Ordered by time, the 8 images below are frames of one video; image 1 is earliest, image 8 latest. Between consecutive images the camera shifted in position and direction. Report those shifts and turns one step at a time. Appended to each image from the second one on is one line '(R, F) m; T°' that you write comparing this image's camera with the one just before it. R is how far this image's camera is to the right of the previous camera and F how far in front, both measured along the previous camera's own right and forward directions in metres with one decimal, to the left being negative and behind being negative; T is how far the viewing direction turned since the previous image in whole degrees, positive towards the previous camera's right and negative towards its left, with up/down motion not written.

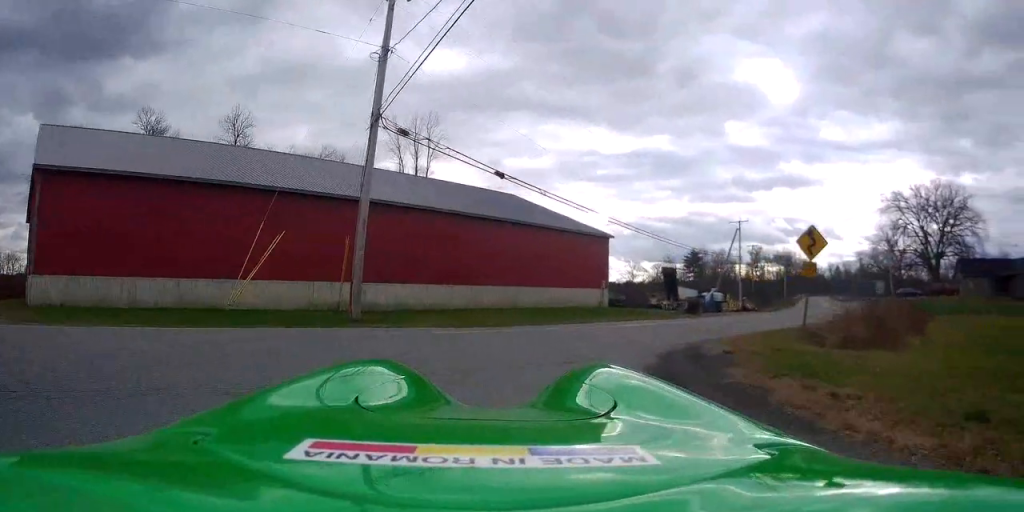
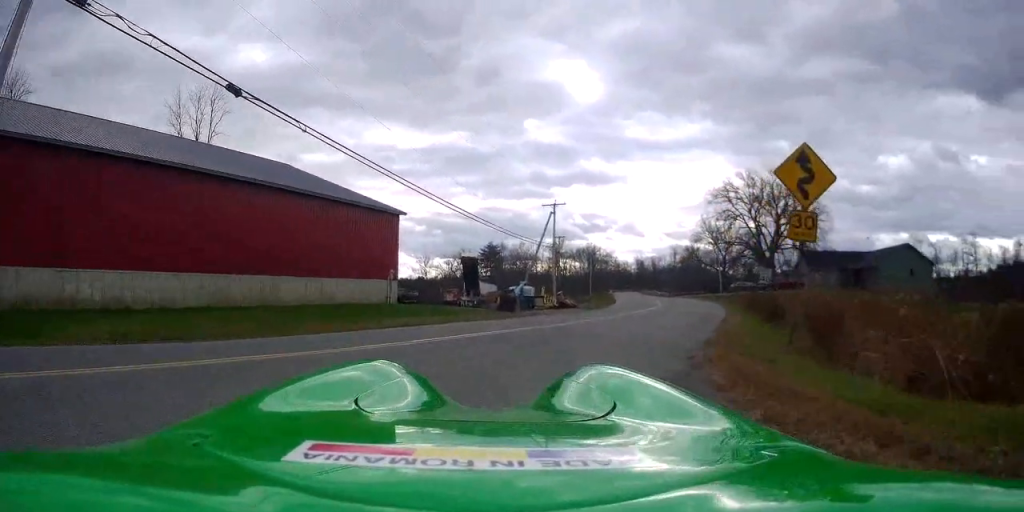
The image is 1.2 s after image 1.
(+0.9, +9.0) m; +17°
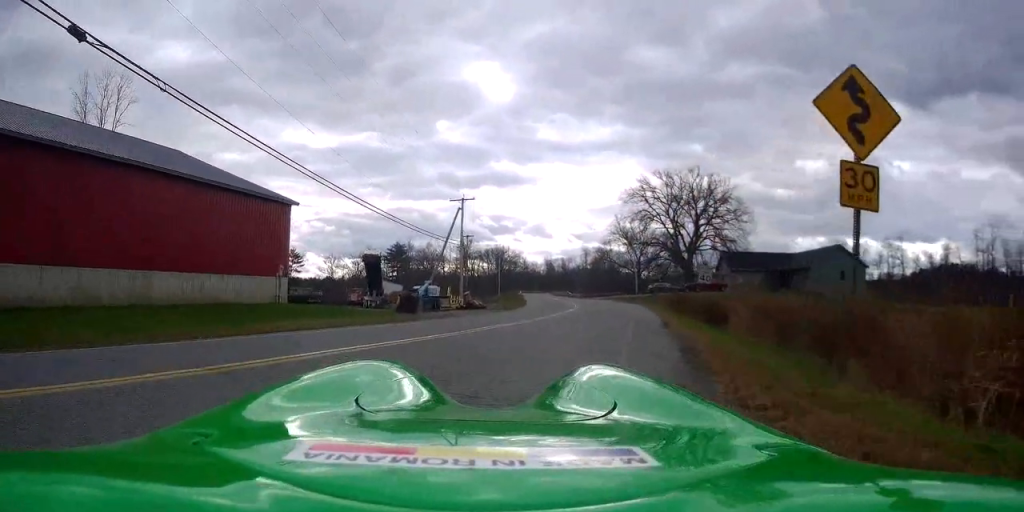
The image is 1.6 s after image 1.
(+0.6, +3.5) m; +7°
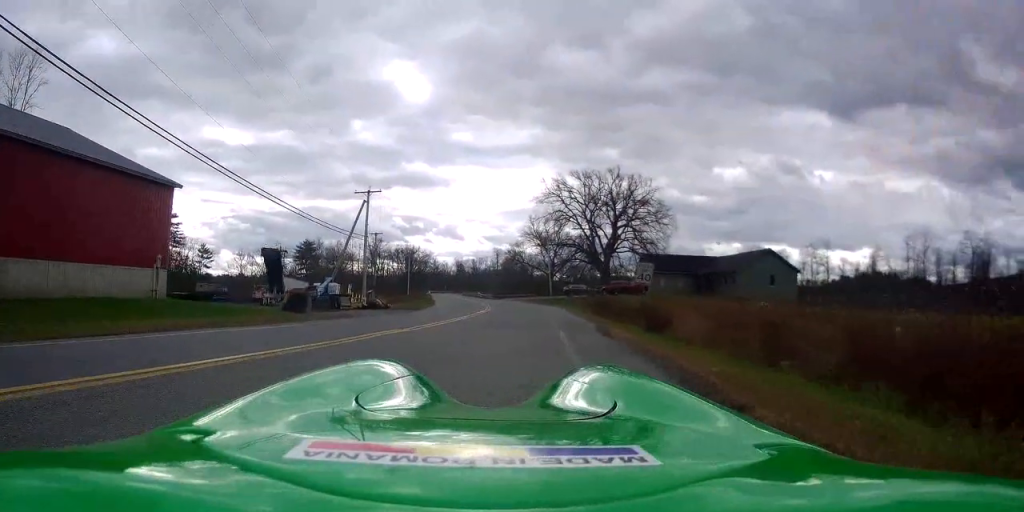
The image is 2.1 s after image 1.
(+0.4, +3.8) m; +7°
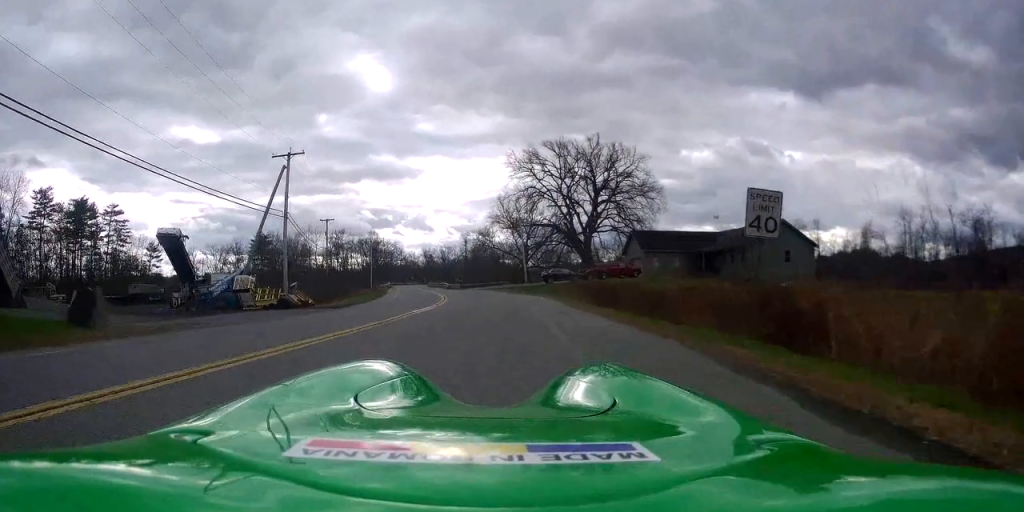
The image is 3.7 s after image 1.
(+0.8, +12.1) m; +4°
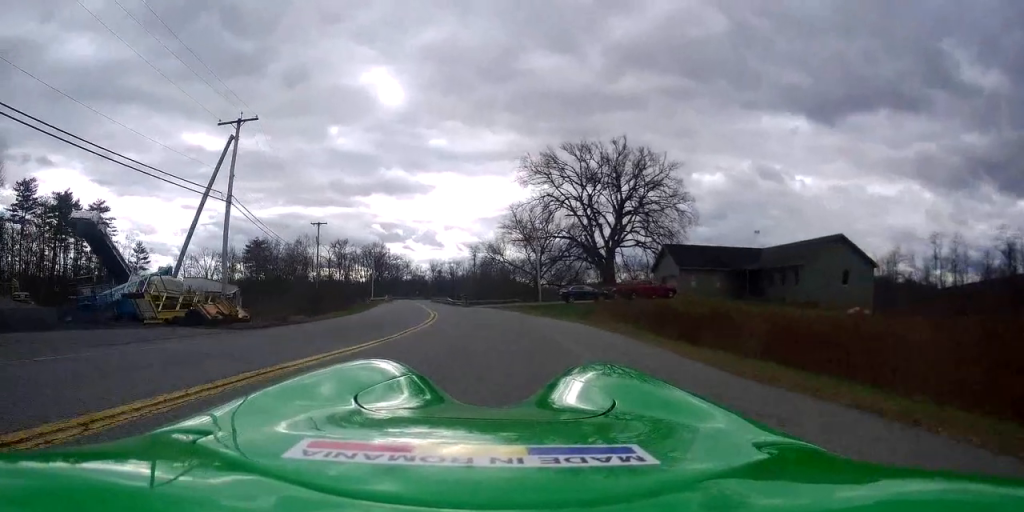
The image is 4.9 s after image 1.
(+0.2, +10.6) m; -1°
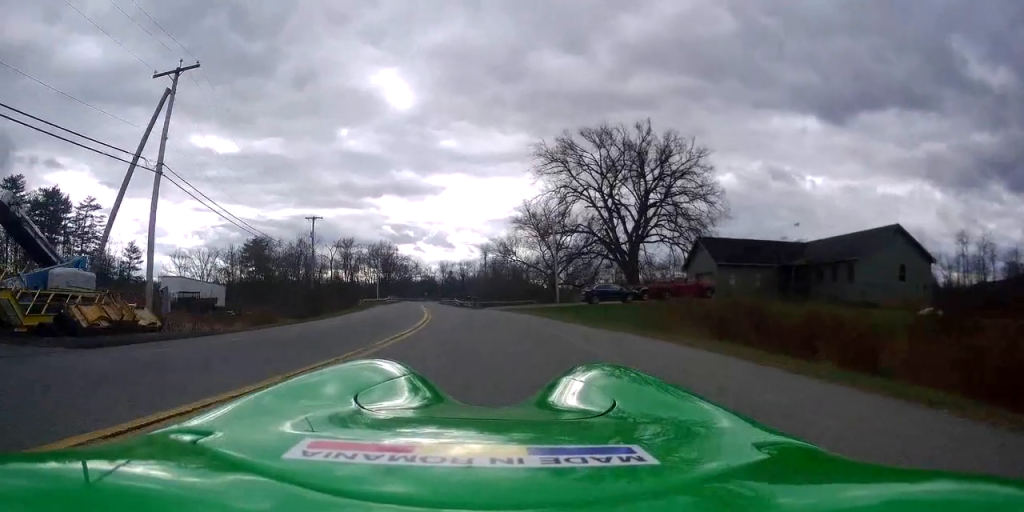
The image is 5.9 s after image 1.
(-0.3, +8.2) m; -4°
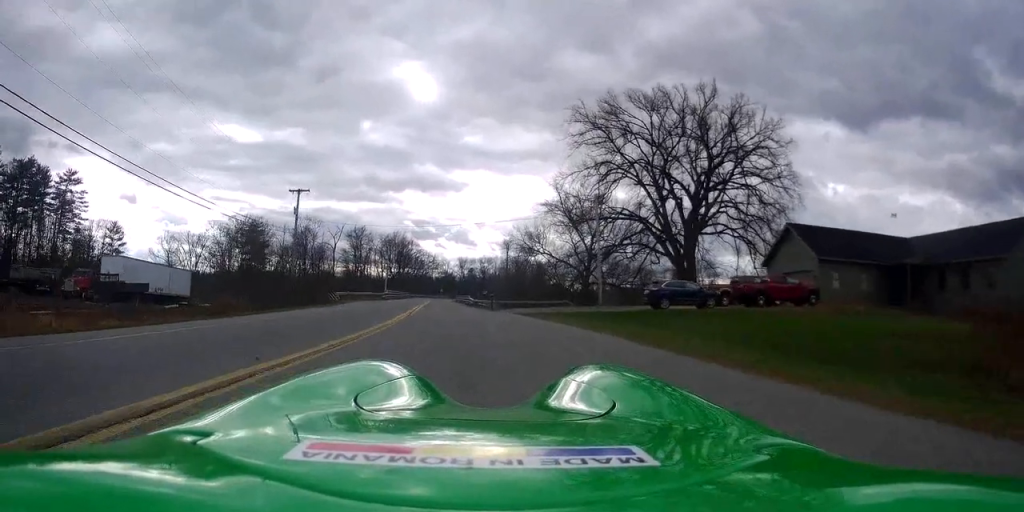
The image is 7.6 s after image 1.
(-0.5, +15.1) m; -2°
